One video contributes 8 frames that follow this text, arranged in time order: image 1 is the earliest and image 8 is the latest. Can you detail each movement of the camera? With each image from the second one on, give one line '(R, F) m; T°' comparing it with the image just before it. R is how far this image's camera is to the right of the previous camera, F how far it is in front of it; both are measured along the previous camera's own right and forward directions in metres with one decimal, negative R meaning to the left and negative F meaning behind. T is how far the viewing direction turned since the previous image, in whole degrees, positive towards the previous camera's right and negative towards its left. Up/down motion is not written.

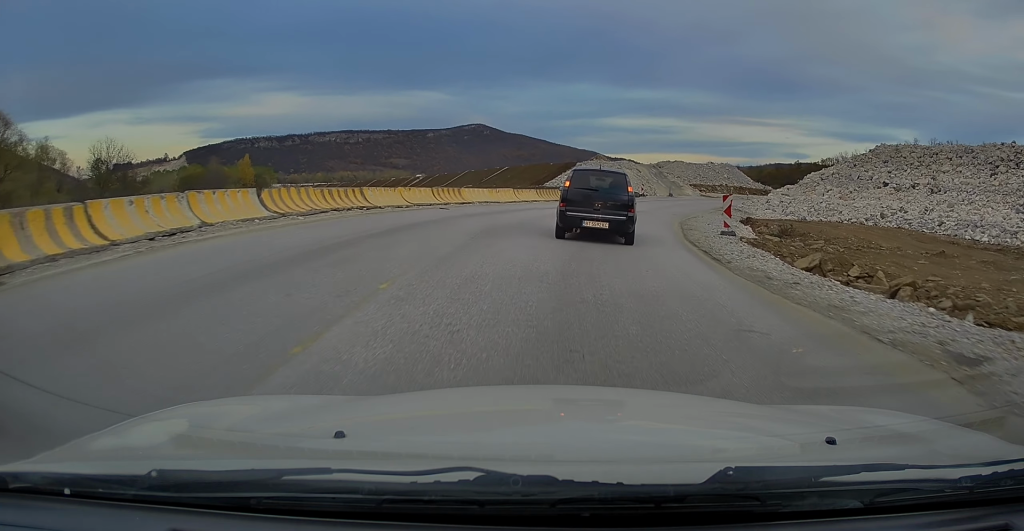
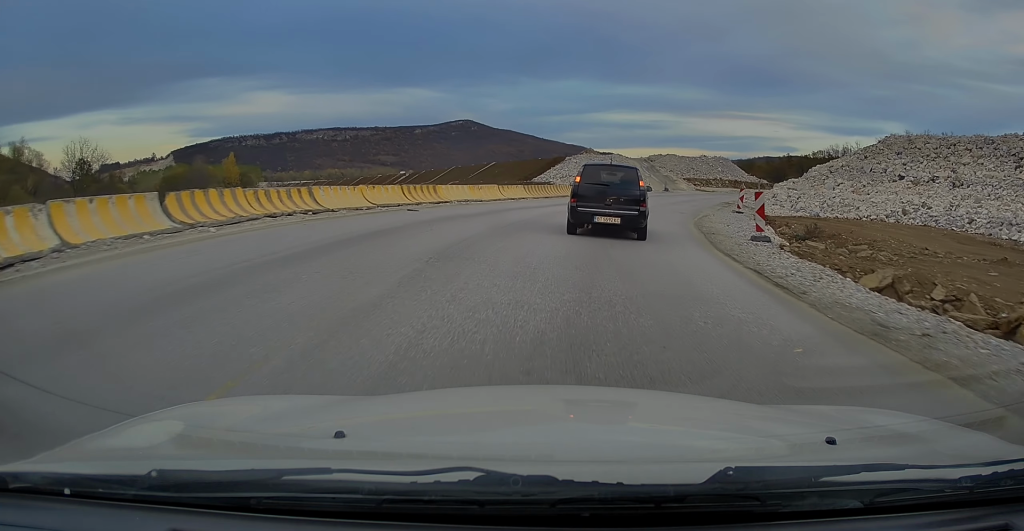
(0.0, +3.8) m; +2°
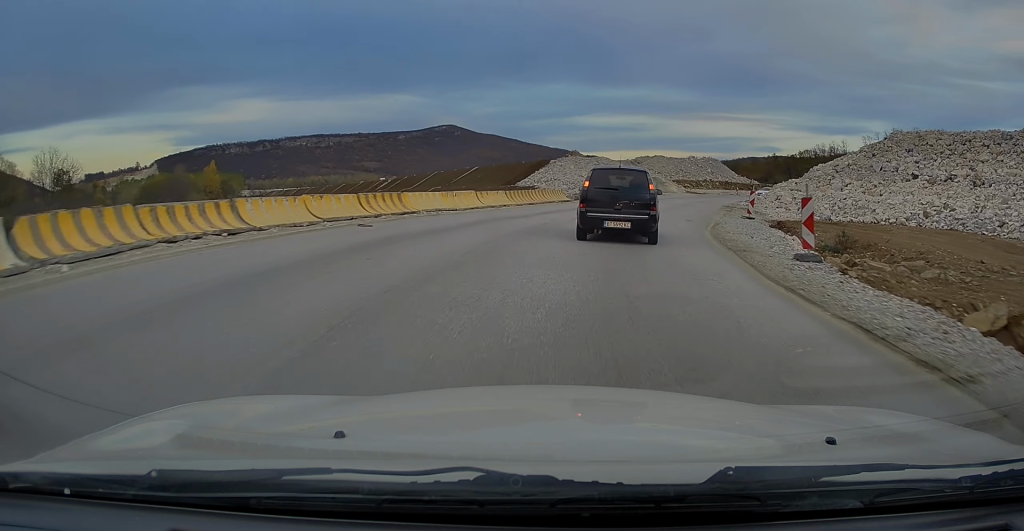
(-0.1, +3.7) m; +2°
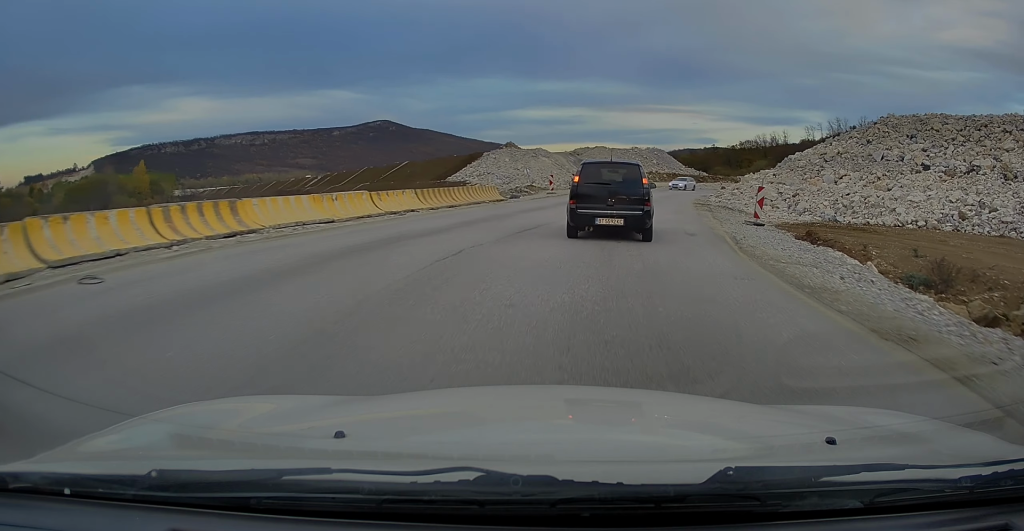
(+0.4, +8.2) m; +5°
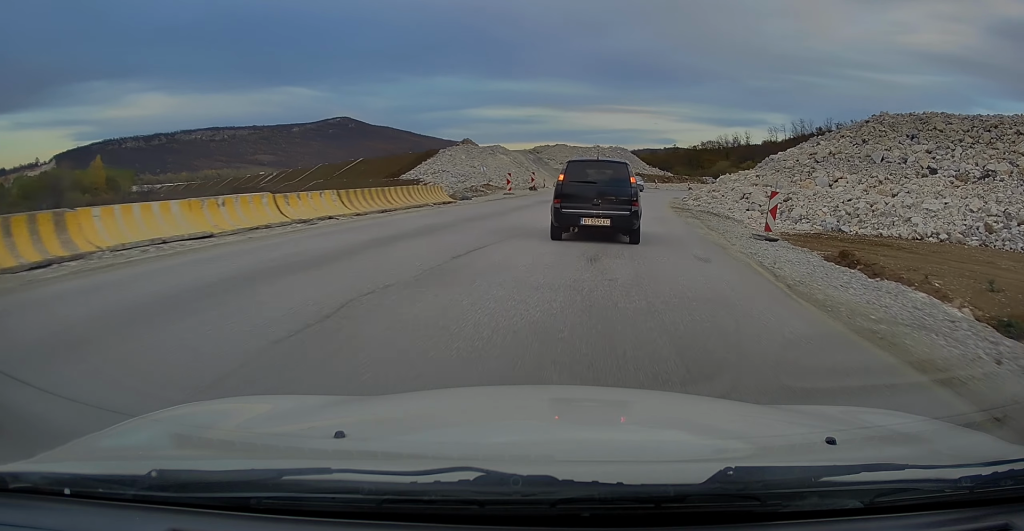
(+0.1, +4.4) m; +2°
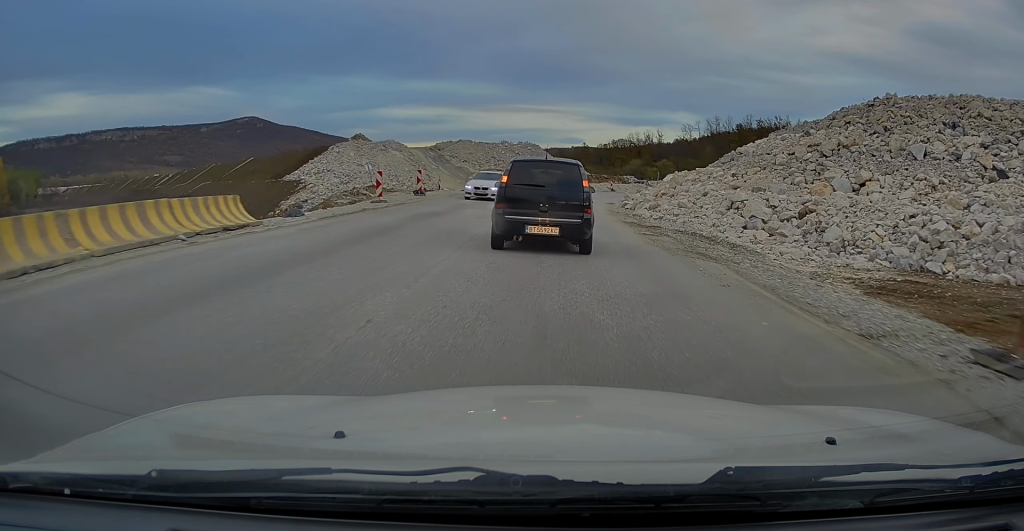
(+0.4, +11.4) m; +4°
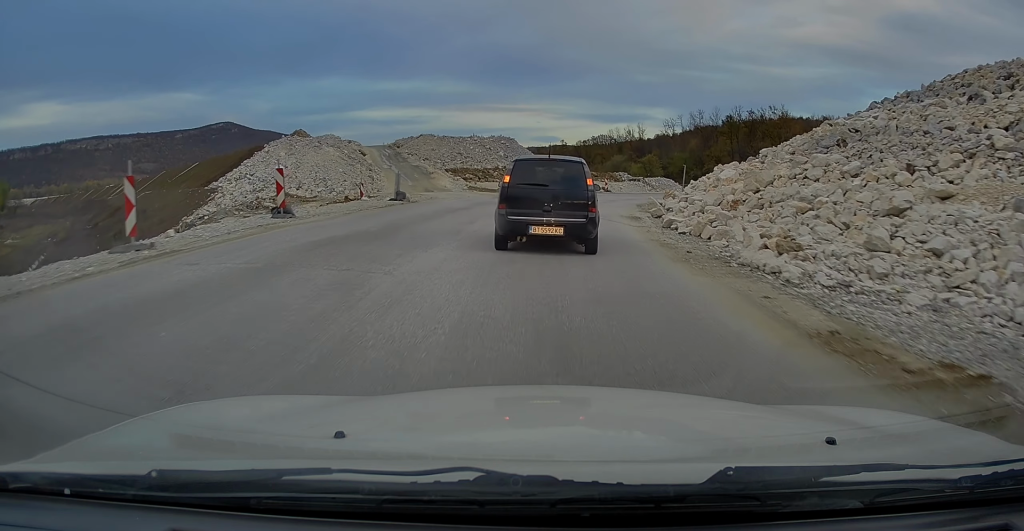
(+1.0, +15.1) m; +7°
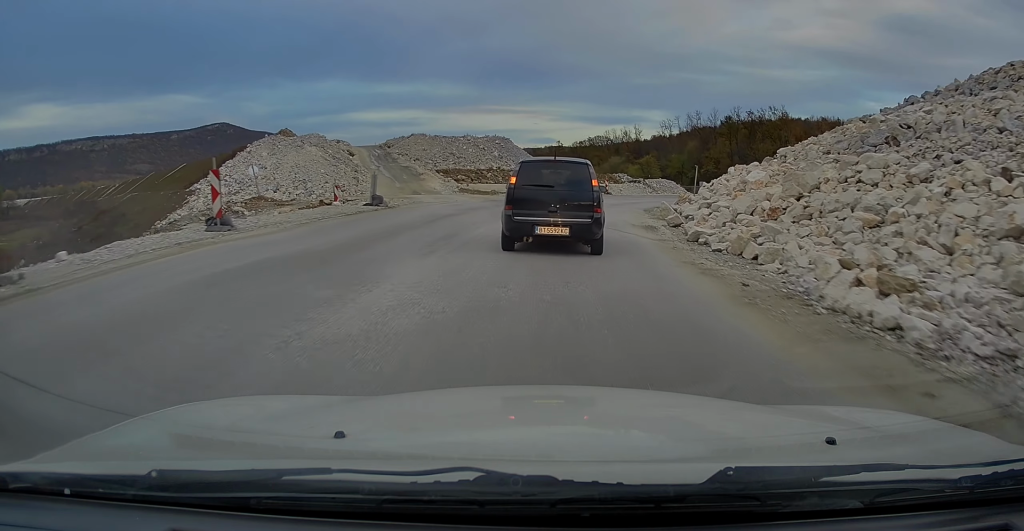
(0.0, +3.3) m; 0°
